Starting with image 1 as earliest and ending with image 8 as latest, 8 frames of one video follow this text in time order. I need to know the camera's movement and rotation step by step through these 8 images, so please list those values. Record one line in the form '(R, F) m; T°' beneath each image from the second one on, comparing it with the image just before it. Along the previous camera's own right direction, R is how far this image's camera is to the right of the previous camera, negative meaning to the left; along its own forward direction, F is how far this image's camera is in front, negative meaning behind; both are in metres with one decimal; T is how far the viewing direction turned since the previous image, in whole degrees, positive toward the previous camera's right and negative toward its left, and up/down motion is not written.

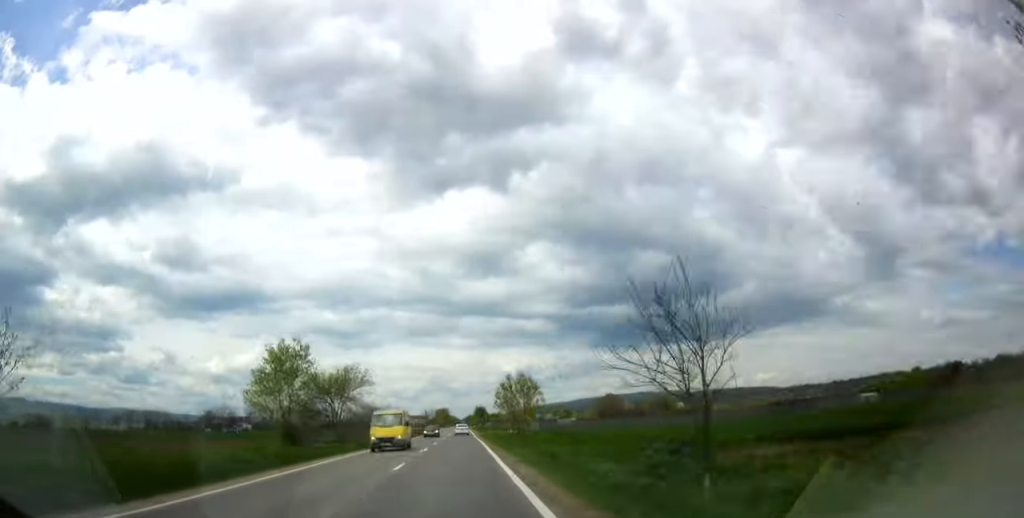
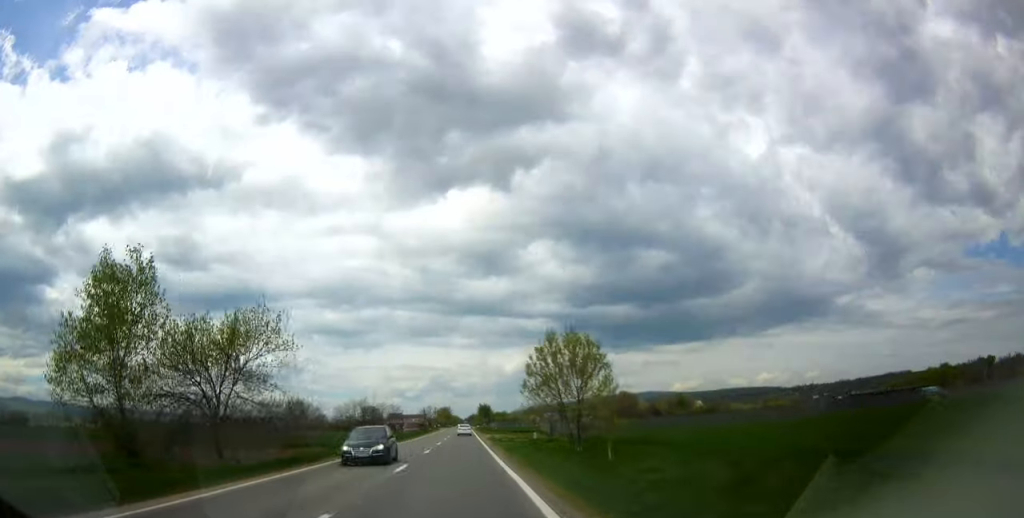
(+0.4, +24.0) m; +1°
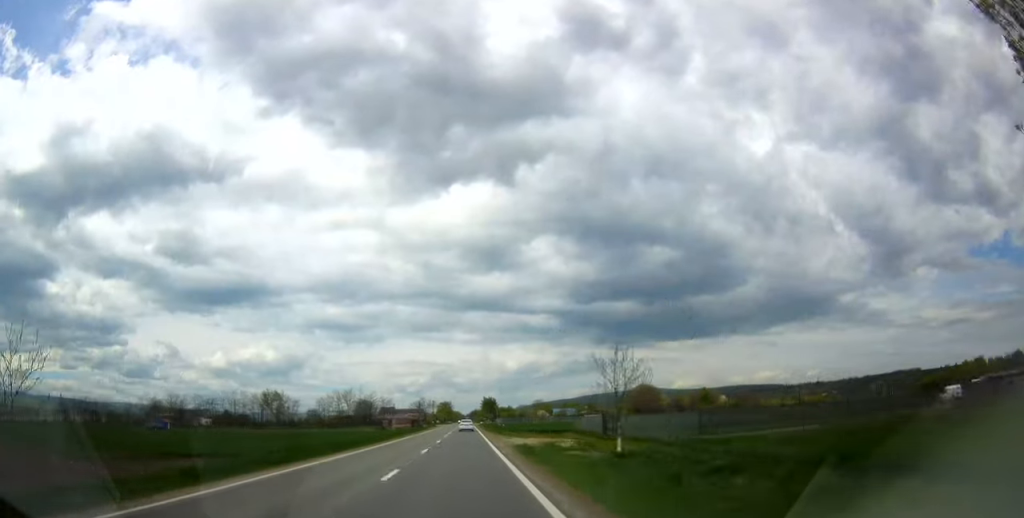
(+0.2, +28.1) m; -1°
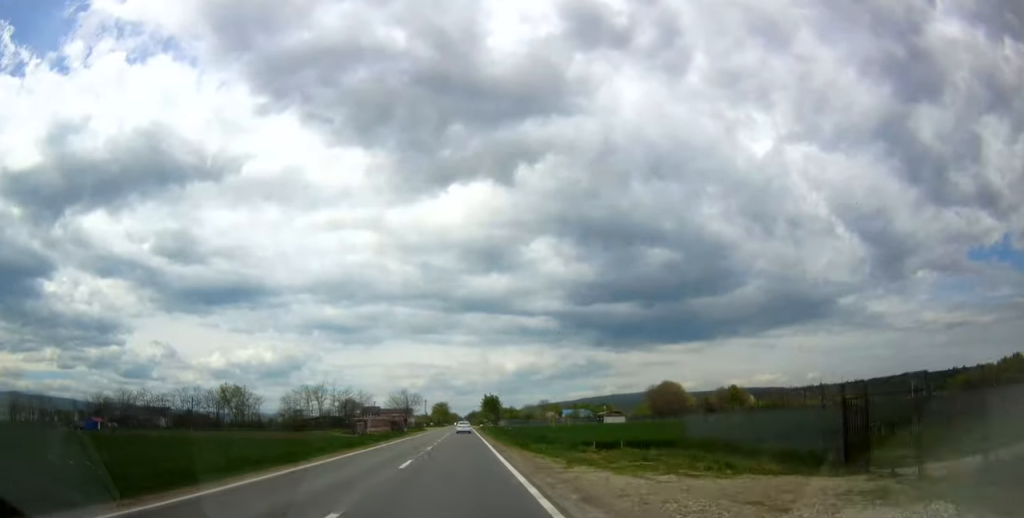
(-0.8, +32.3) m; 0°
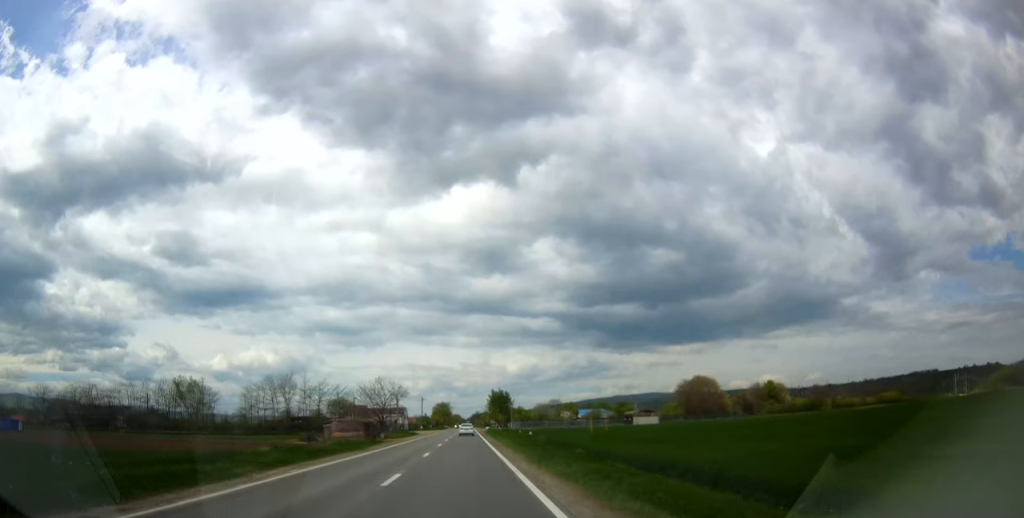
(+0.4, +28.7) m; +1°
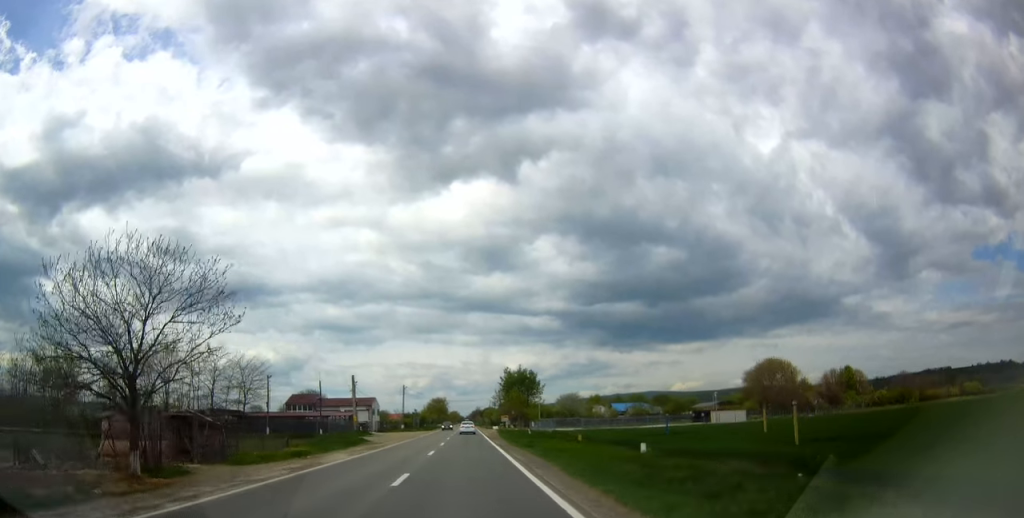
(+0.1, +49.3) m; 0°
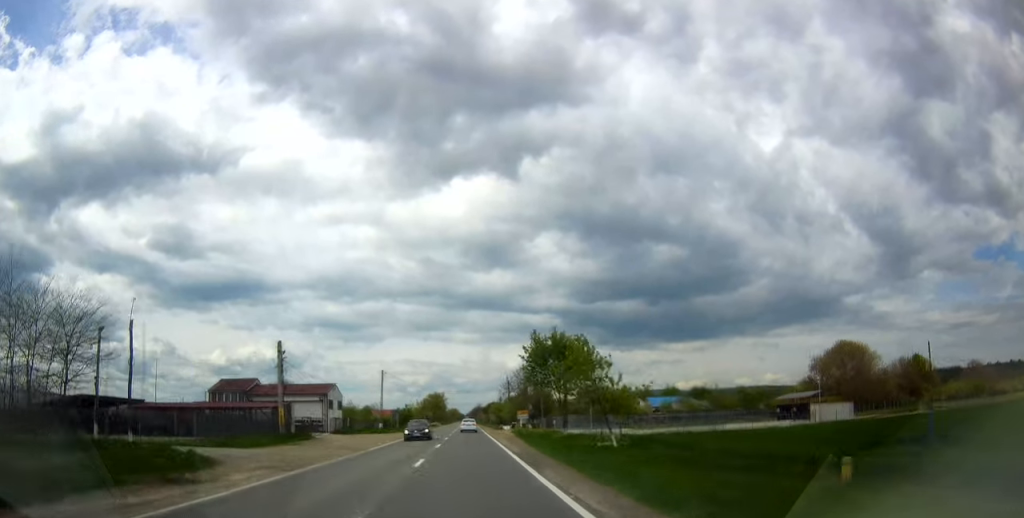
(+0.1, +31.4) m; 0°
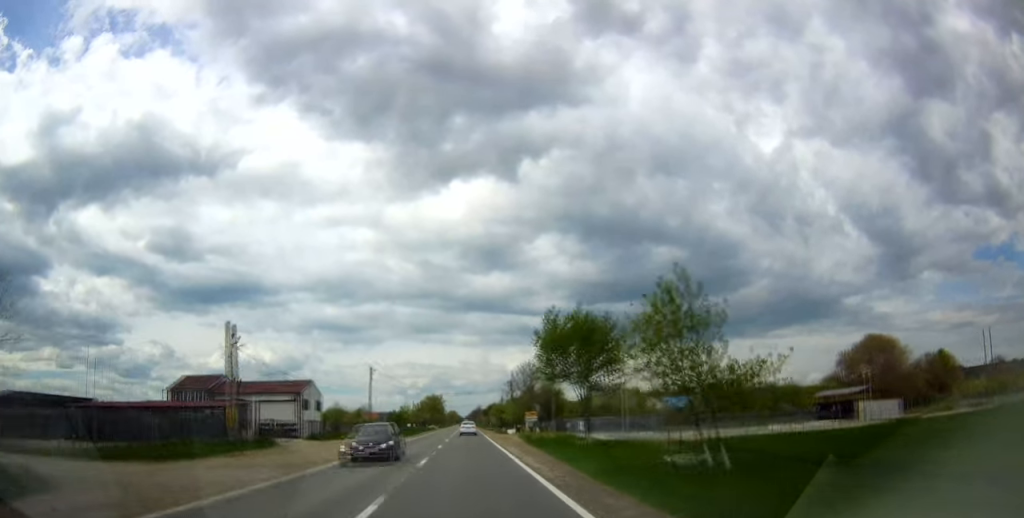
(+0.1, +10.7) m; 0°
